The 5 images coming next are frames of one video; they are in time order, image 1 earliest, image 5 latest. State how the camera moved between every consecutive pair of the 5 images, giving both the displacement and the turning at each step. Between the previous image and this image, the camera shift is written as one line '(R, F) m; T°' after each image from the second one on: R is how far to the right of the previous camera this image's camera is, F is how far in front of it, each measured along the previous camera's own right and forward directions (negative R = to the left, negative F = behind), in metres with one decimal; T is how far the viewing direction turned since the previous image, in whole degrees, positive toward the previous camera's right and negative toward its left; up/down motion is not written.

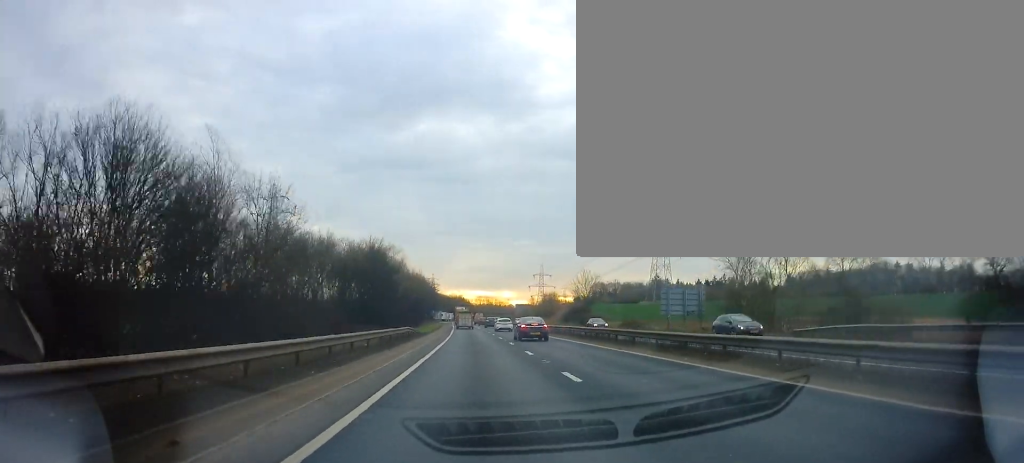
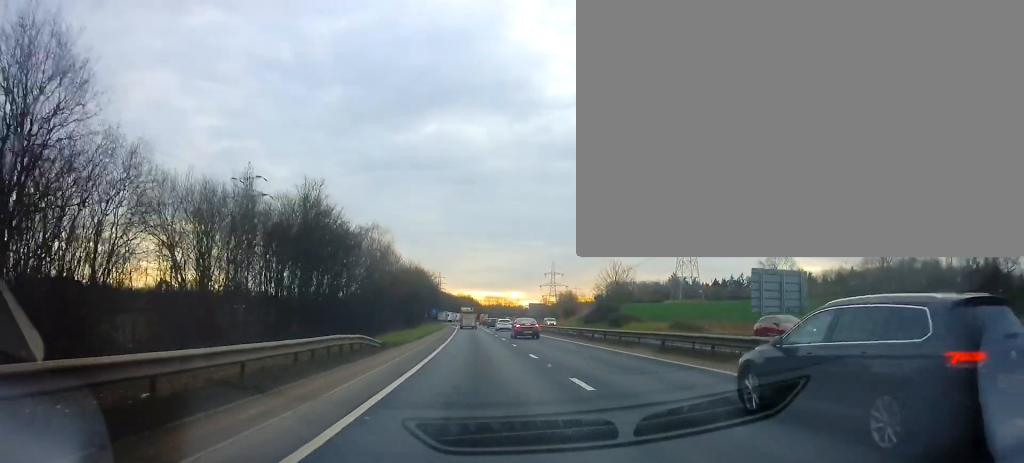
(-0.1, +18.3) m; -1°
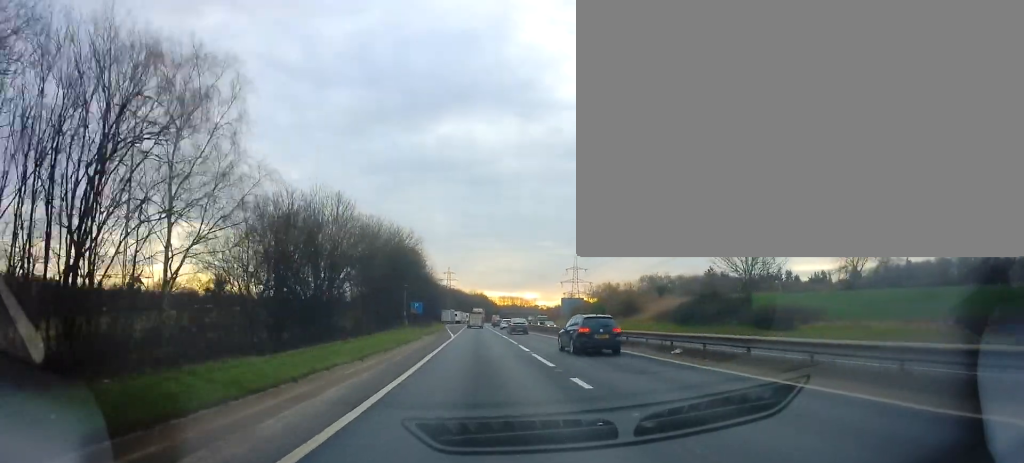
(-0.9, +46.9) m; -2°
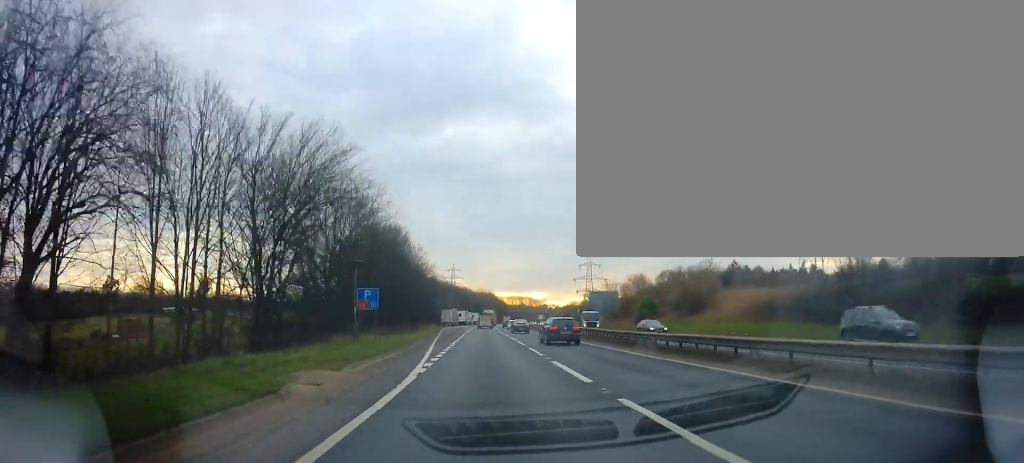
(0.0, +30.1) m; 0°
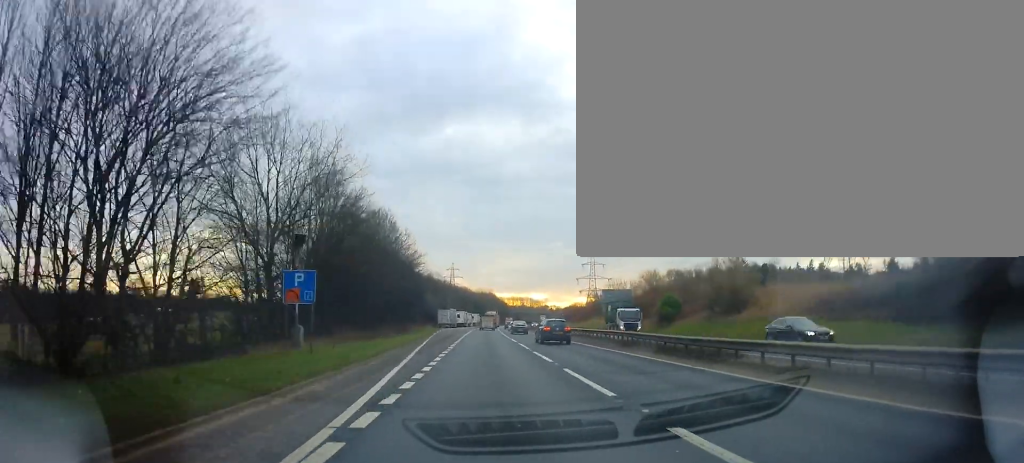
(0.0, +11.8) m; 0°
